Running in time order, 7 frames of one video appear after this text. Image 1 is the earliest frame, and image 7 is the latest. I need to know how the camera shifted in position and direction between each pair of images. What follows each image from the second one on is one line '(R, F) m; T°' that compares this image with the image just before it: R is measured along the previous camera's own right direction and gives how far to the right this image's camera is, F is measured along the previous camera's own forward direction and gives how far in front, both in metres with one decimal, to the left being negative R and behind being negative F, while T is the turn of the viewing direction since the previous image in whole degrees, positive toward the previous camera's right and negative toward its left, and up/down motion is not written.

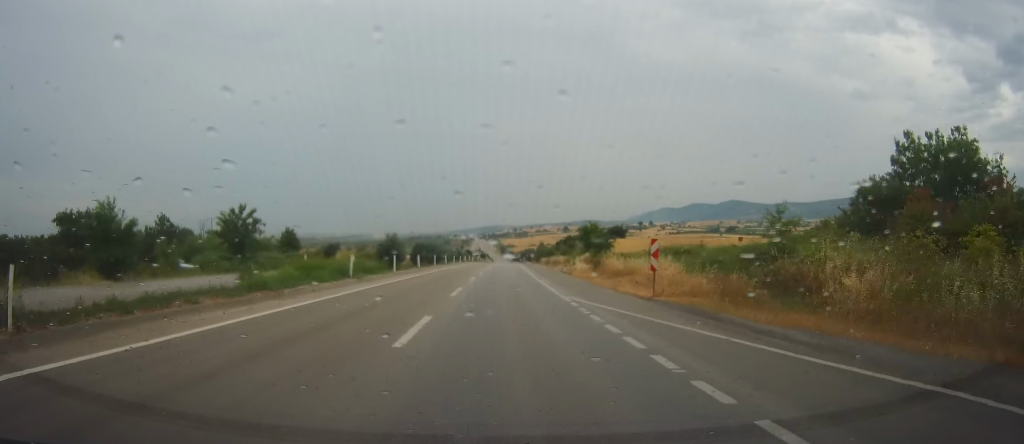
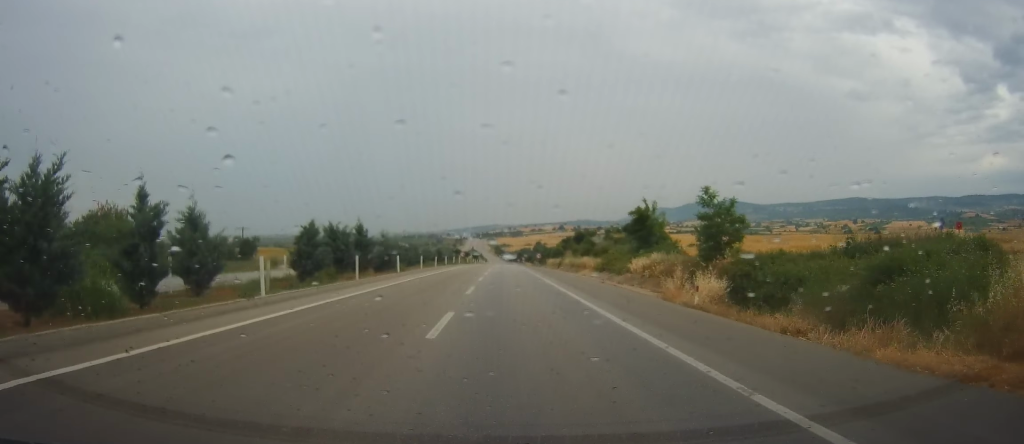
(0.0, +35.3) m; -1°
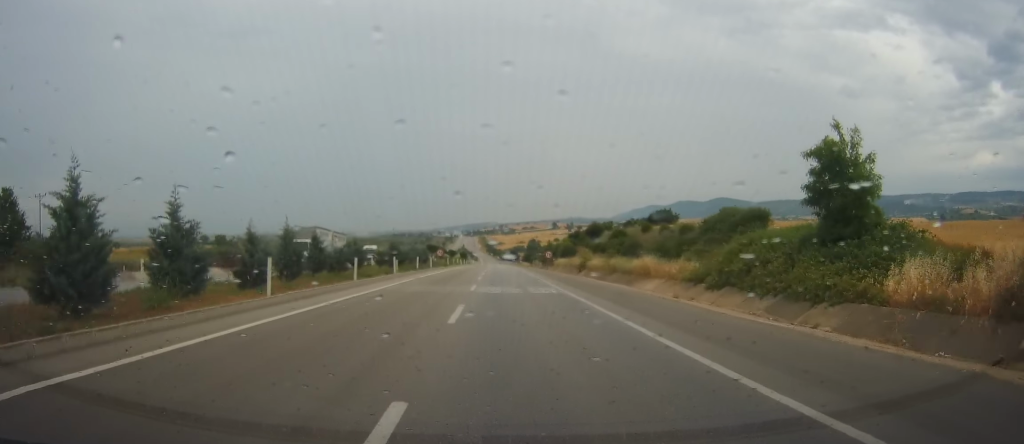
(-0.4, +33.8) m; 0°
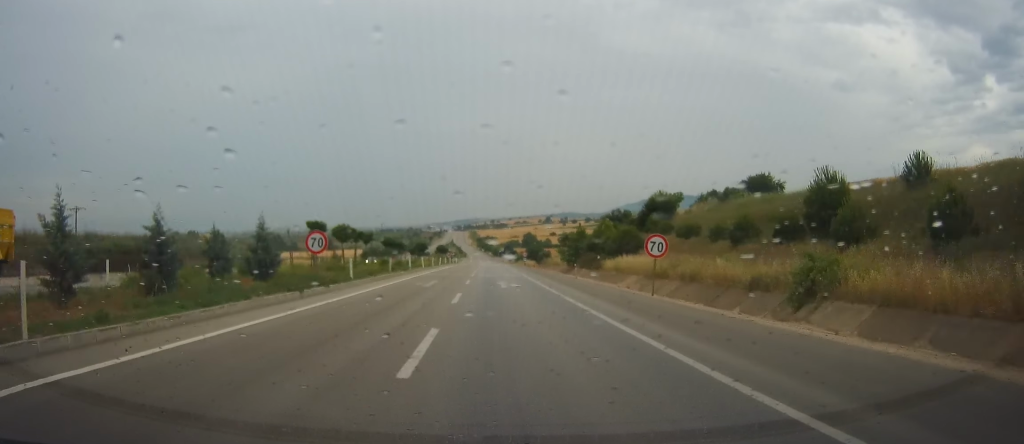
(+0.2, +53.7) m; +1°
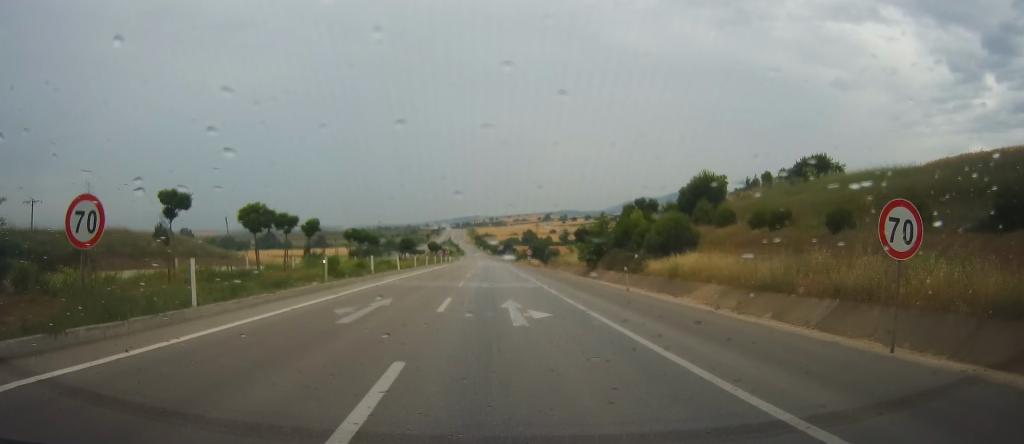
(+0.1, +15.3) m; 0°
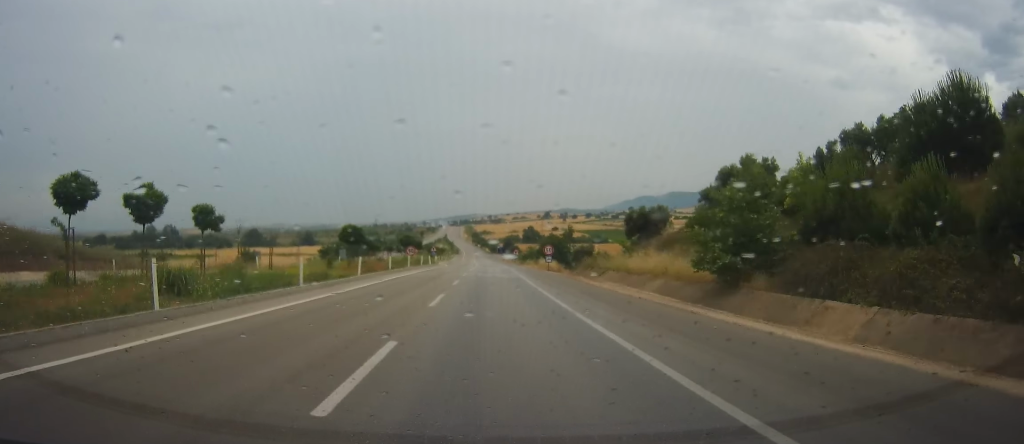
(0.0, +34.3) m; 0°
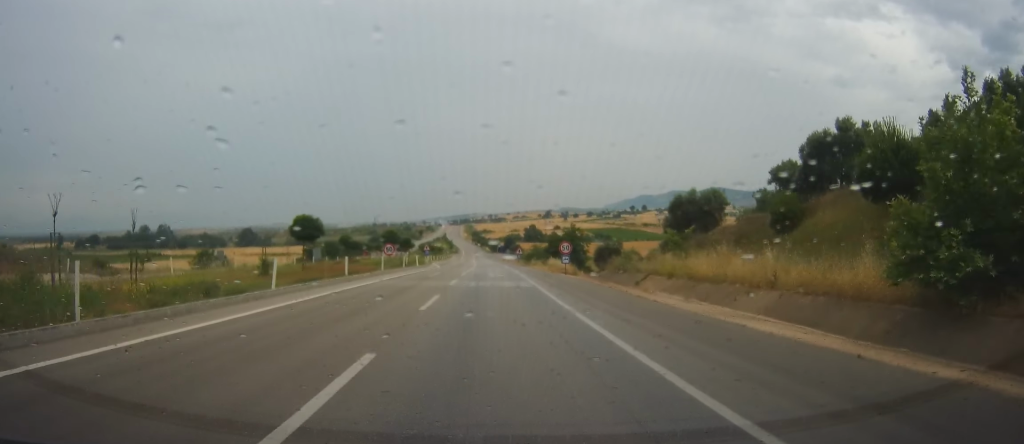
(0.0, +12.6) m; 0°
